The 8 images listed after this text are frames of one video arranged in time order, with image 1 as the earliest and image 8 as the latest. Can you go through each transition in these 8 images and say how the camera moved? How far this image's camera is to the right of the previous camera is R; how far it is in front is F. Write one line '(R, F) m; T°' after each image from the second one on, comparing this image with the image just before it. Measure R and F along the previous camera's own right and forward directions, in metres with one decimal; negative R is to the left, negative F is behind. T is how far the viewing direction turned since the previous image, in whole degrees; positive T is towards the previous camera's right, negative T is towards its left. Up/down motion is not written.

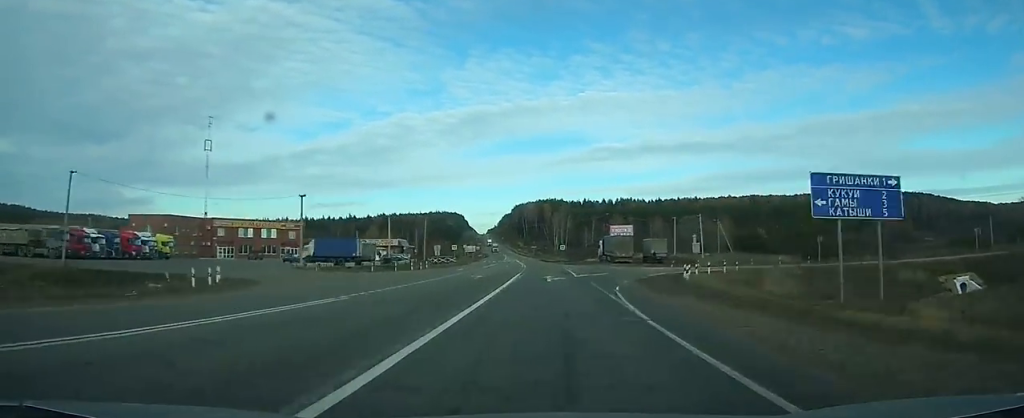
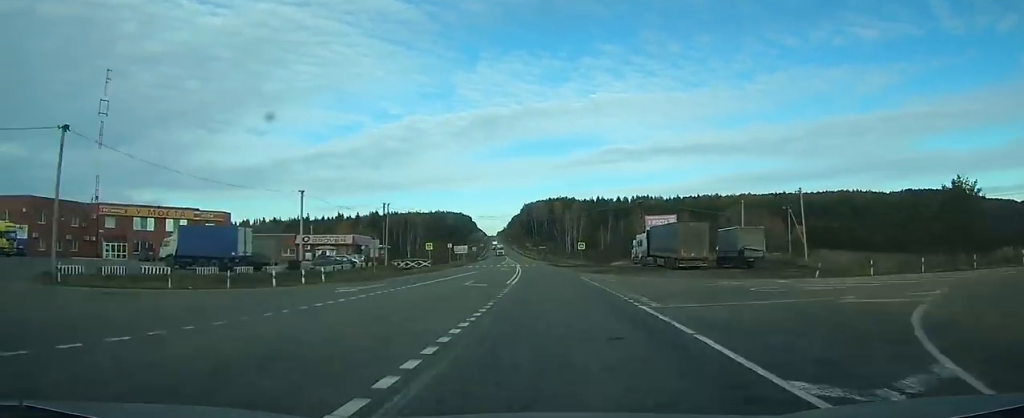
(-0.2, +35.3) m; -1°
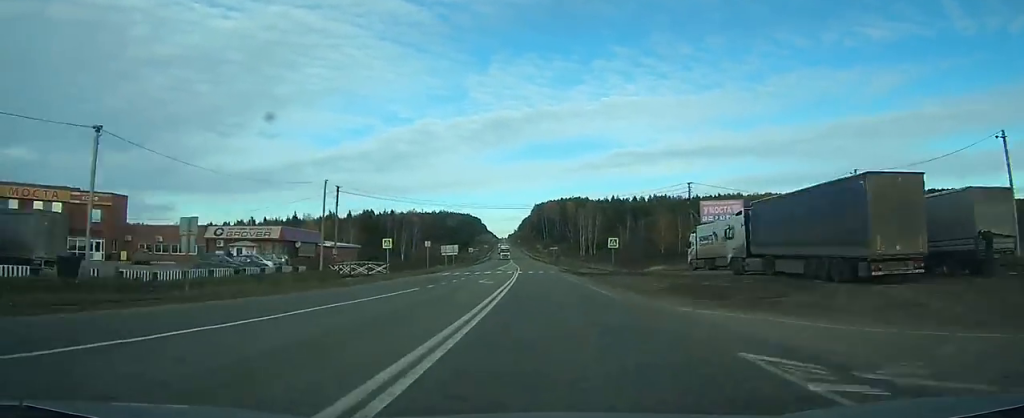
(0.0, +28.4) m; -1°
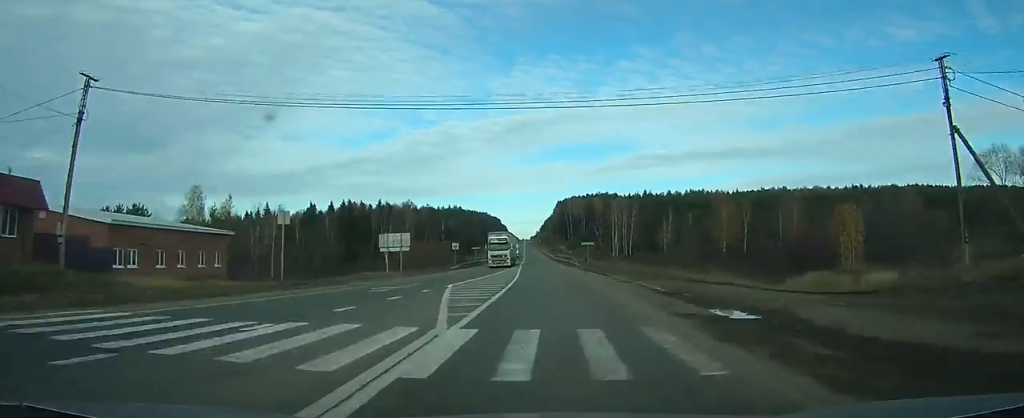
(-0.7, +48.3) m; -2°
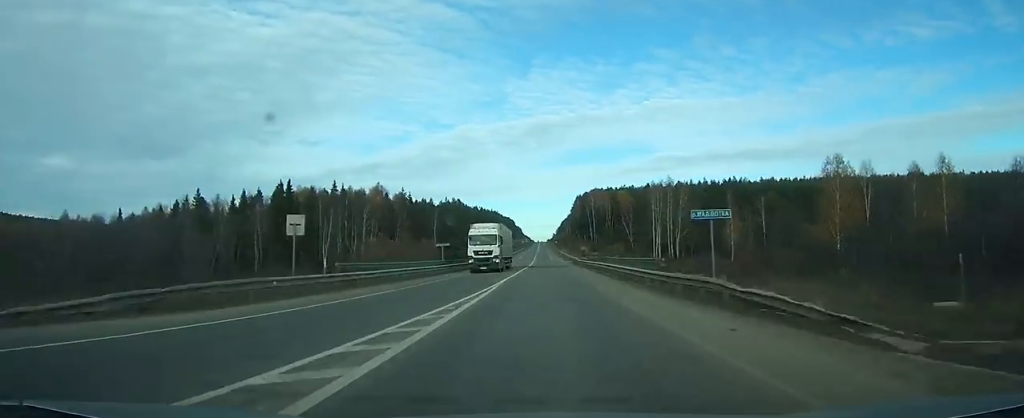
(-1.1, +57.4) m; -2°
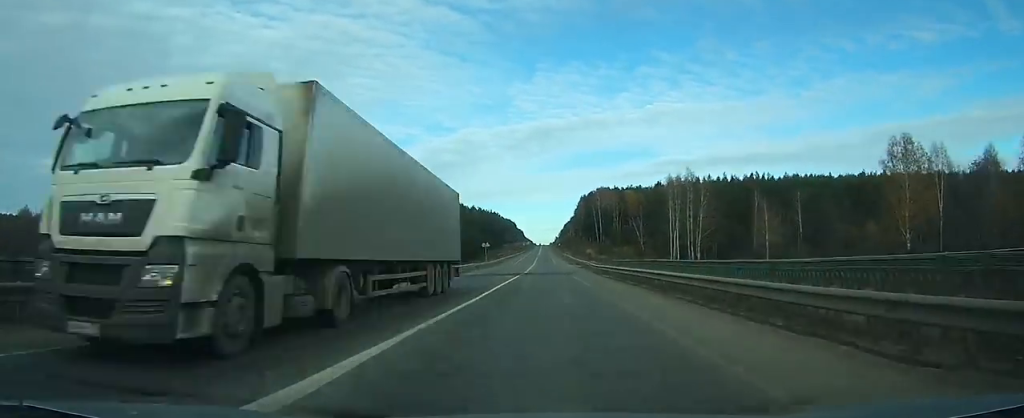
(-0.1, +21.6) m; 0°
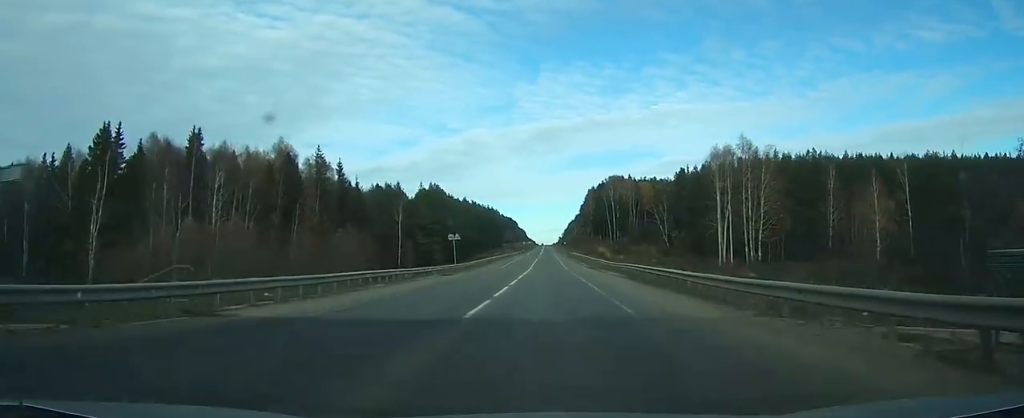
(-0.3, +41.4) m; -1°
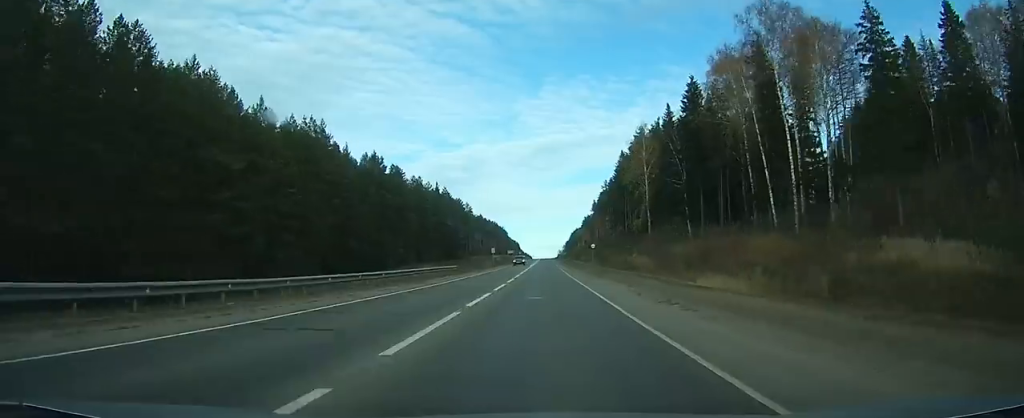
(-0.2, +159.8) m; 0°
